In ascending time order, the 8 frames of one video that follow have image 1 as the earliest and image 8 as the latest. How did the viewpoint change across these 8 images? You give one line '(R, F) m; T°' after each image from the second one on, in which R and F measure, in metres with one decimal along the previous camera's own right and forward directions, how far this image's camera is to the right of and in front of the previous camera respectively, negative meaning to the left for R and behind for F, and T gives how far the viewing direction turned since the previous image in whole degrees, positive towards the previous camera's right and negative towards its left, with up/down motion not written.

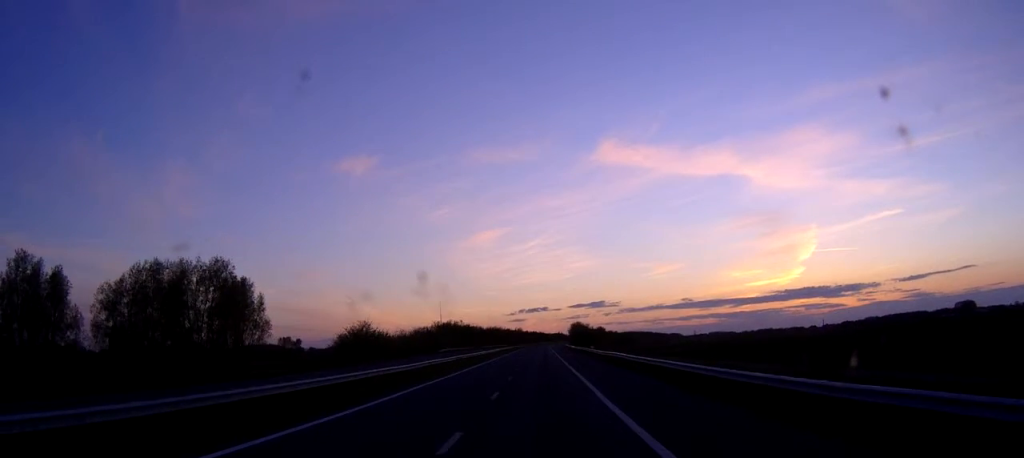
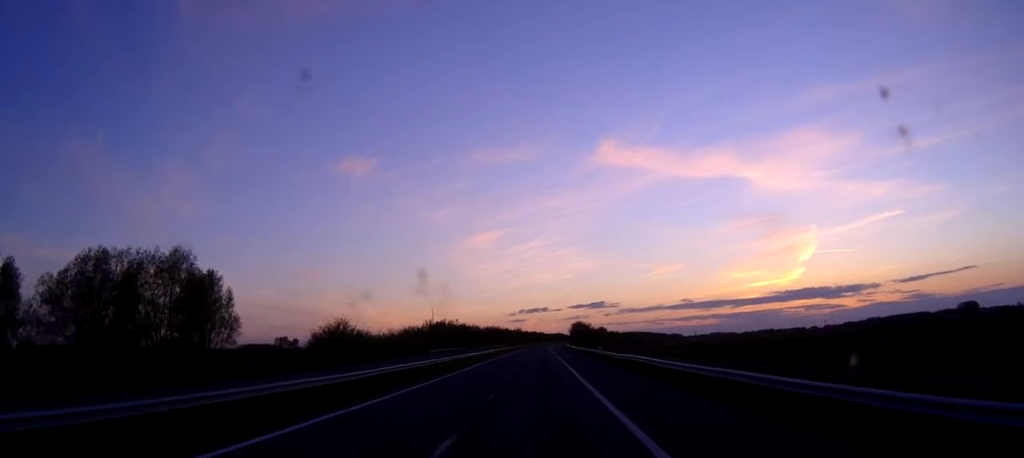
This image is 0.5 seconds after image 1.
(0.0, +12.1) m; 0°
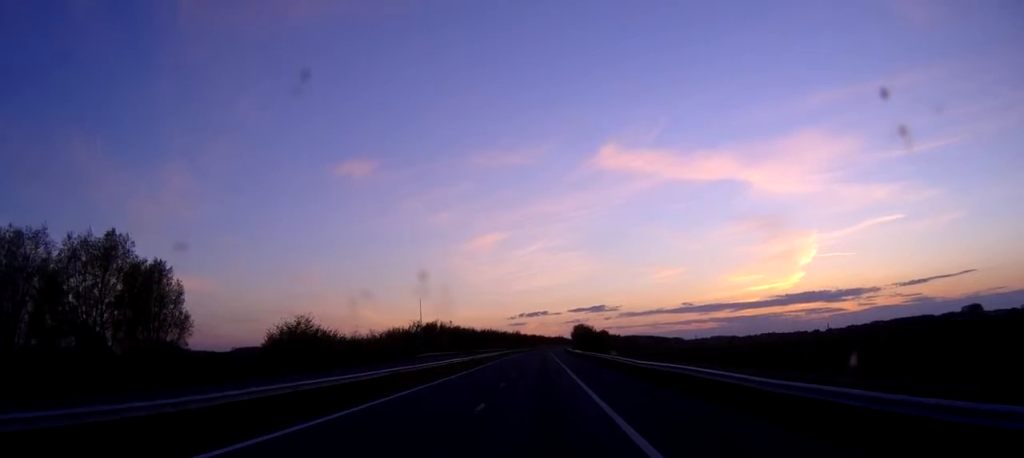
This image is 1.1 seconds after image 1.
(0.0, +15.5) m; 0°
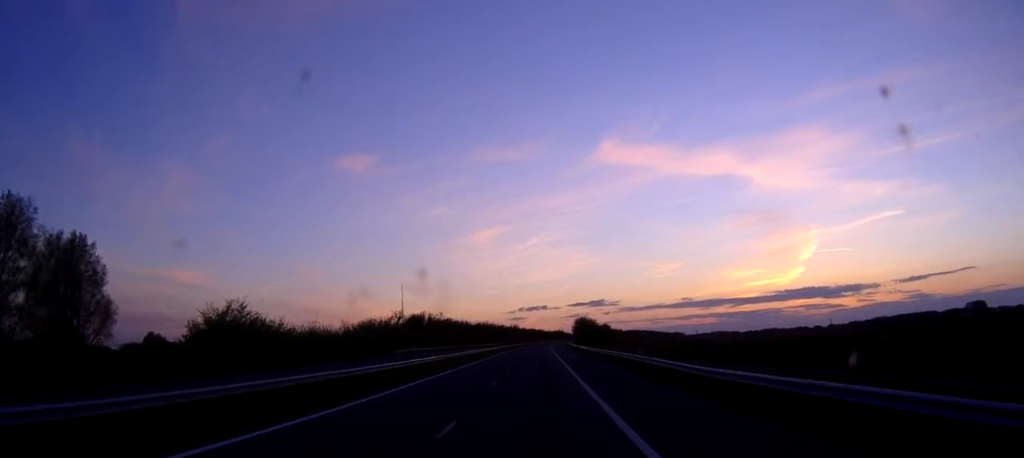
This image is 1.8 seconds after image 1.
(0.0, +18.1) m; 0°
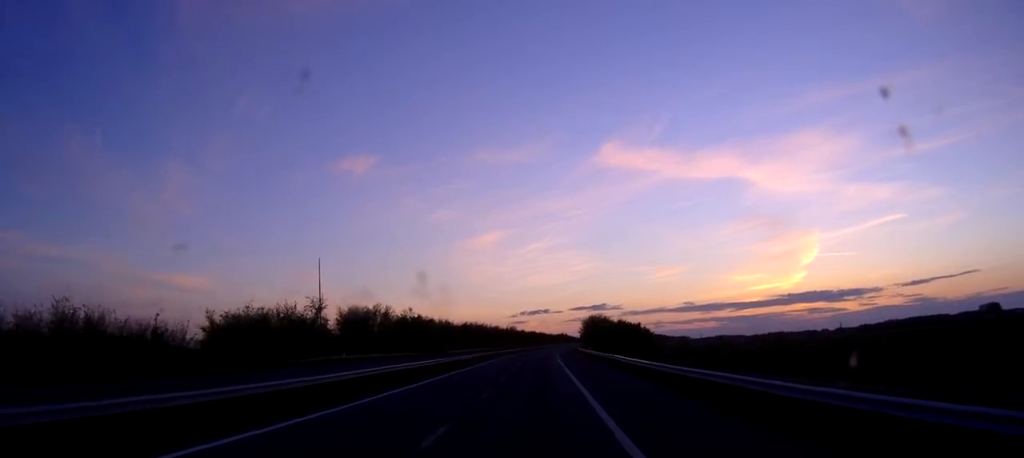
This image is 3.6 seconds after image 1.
(-0.1, +48.3) m; 0°
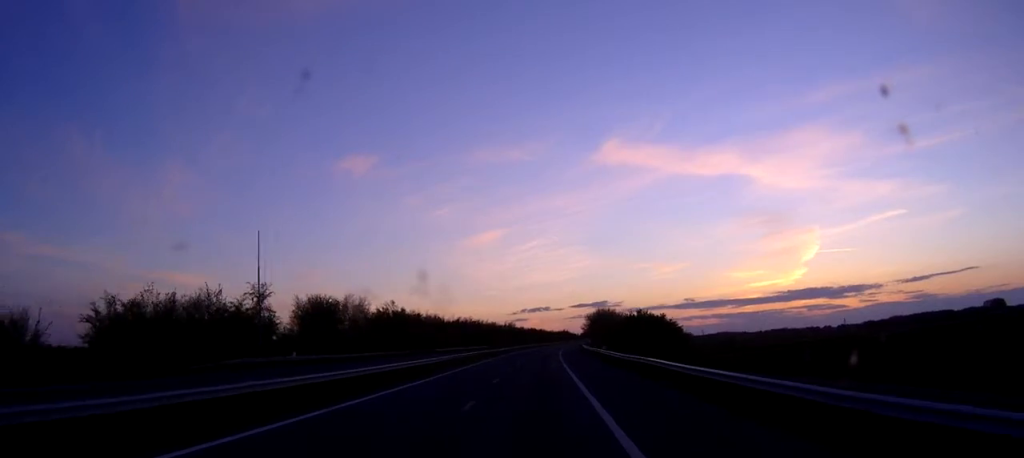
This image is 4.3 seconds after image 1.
(+0.1, +18.1) m; 0°
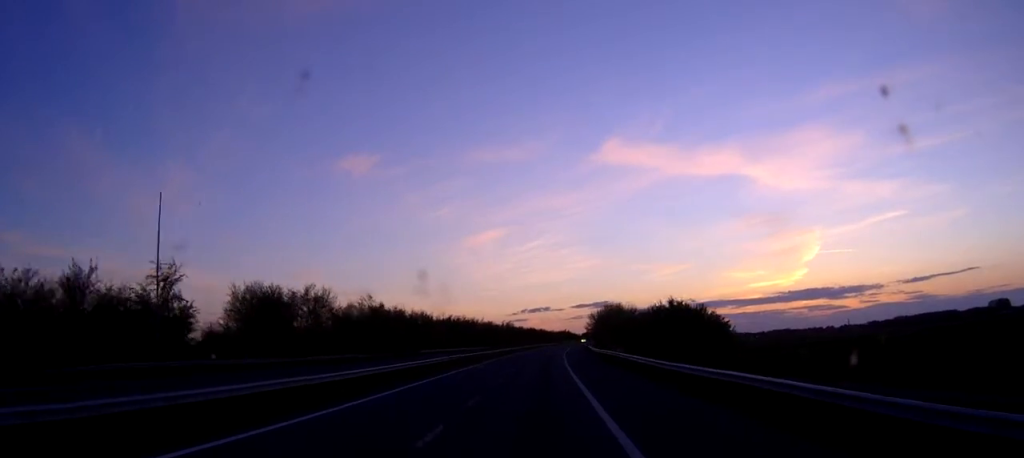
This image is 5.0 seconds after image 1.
(-0.1, +18.1) m; 0°
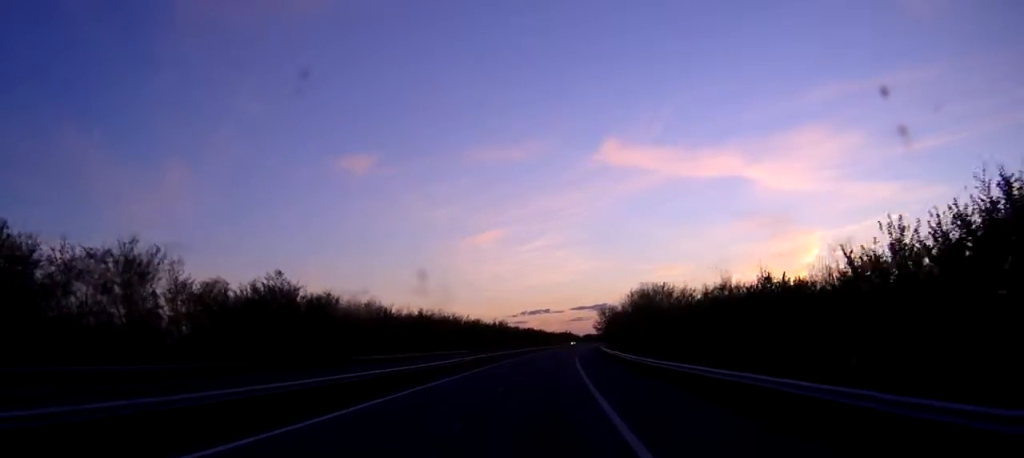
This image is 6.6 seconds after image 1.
(0.0, +41.2) m; 0°
